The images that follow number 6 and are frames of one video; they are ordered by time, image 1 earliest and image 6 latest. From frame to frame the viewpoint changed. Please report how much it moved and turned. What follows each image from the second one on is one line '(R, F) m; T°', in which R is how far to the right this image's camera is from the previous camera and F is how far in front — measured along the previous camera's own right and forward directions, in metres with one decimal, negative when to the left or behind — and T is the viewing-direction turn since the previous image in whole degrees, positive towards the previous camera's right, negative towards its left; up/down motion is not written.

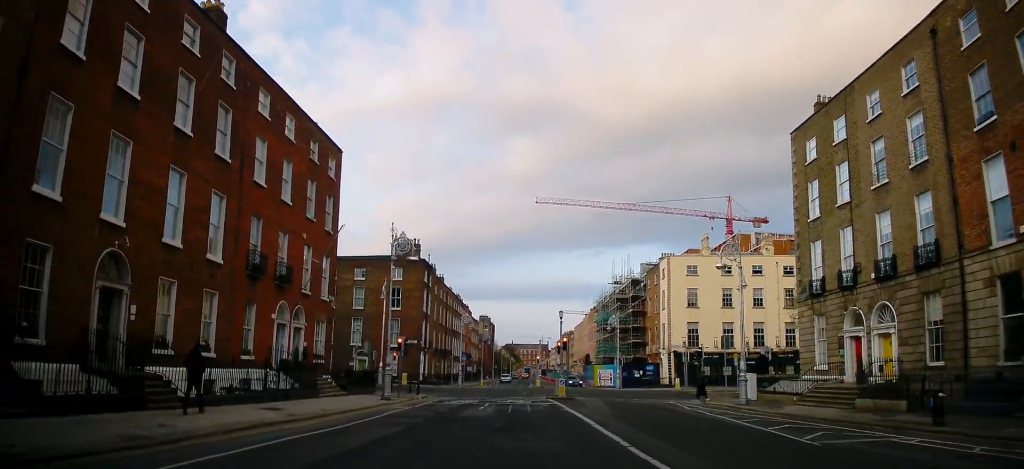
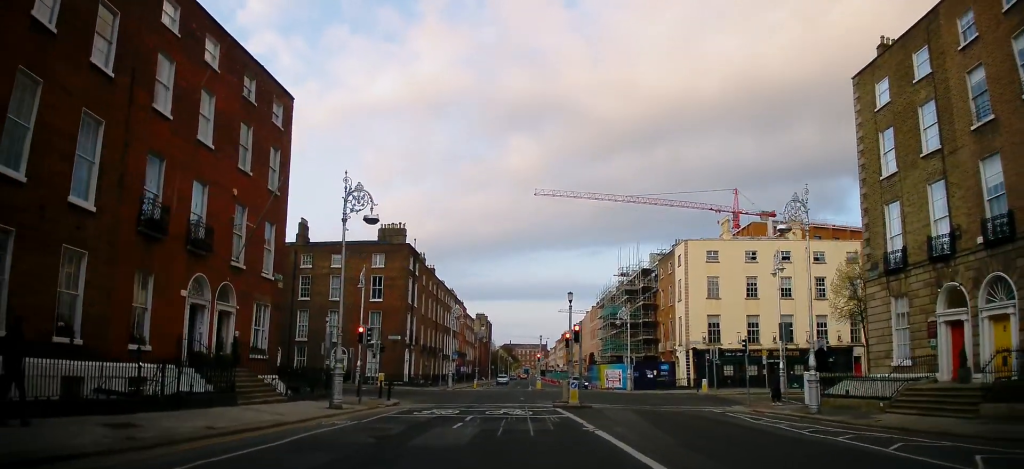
(0.0, +8.5) m; +1°
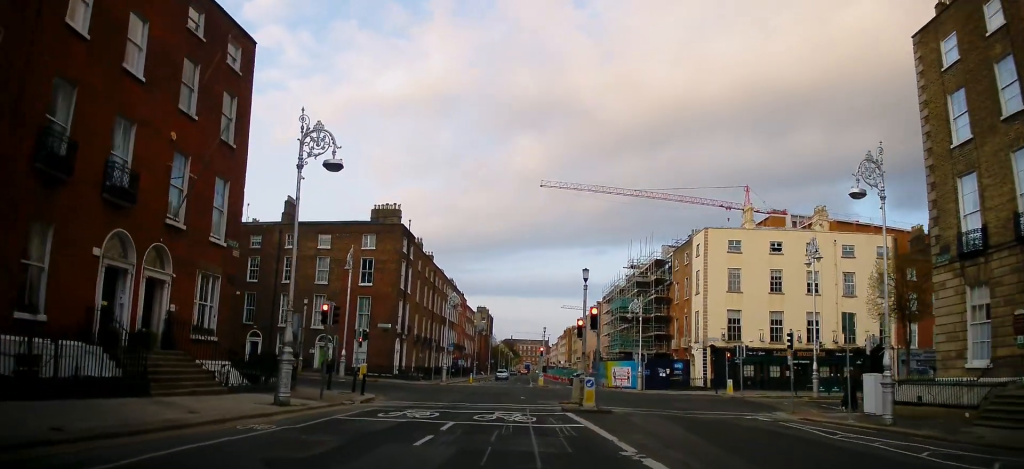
(+0.1, +5.8) m; 0°
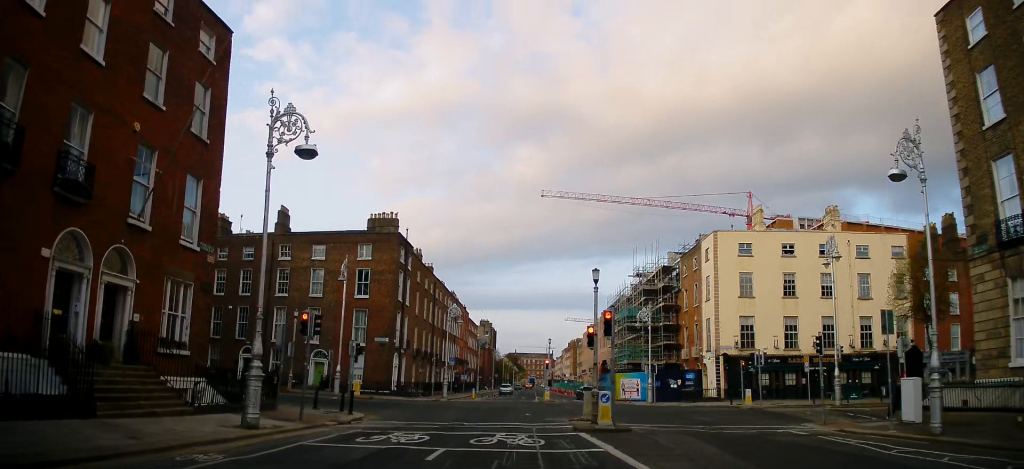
(0.0, +2.6) m; -1°
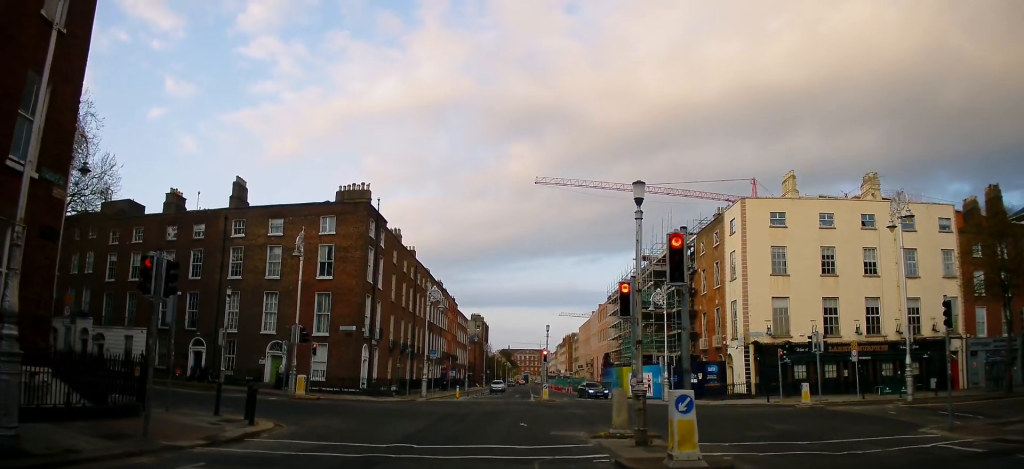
(-0.3, +10.4) m; 0°
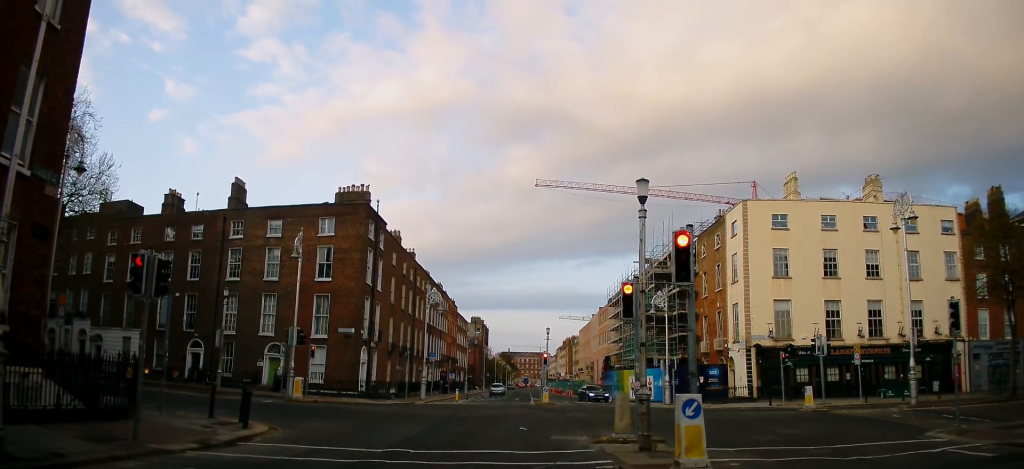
(-0.2, +0.8) m; 0°
